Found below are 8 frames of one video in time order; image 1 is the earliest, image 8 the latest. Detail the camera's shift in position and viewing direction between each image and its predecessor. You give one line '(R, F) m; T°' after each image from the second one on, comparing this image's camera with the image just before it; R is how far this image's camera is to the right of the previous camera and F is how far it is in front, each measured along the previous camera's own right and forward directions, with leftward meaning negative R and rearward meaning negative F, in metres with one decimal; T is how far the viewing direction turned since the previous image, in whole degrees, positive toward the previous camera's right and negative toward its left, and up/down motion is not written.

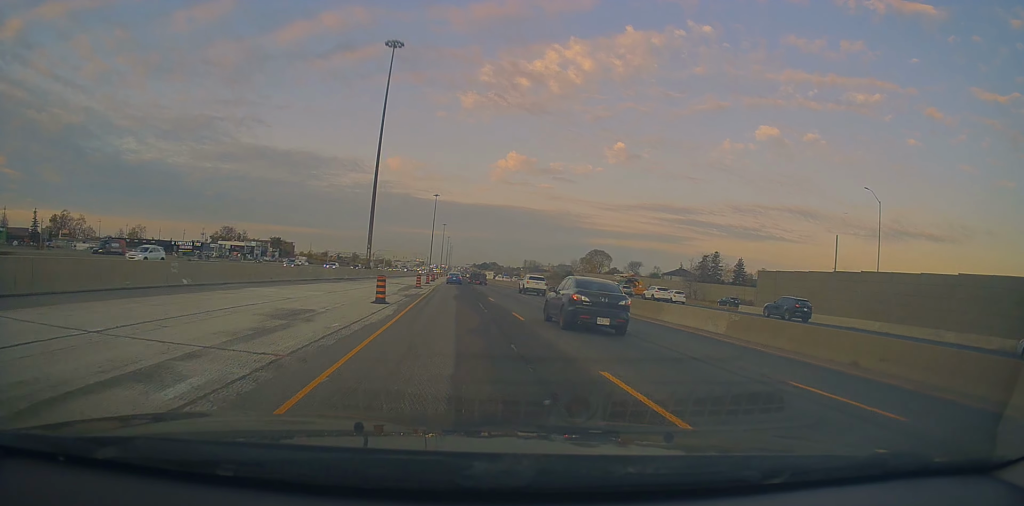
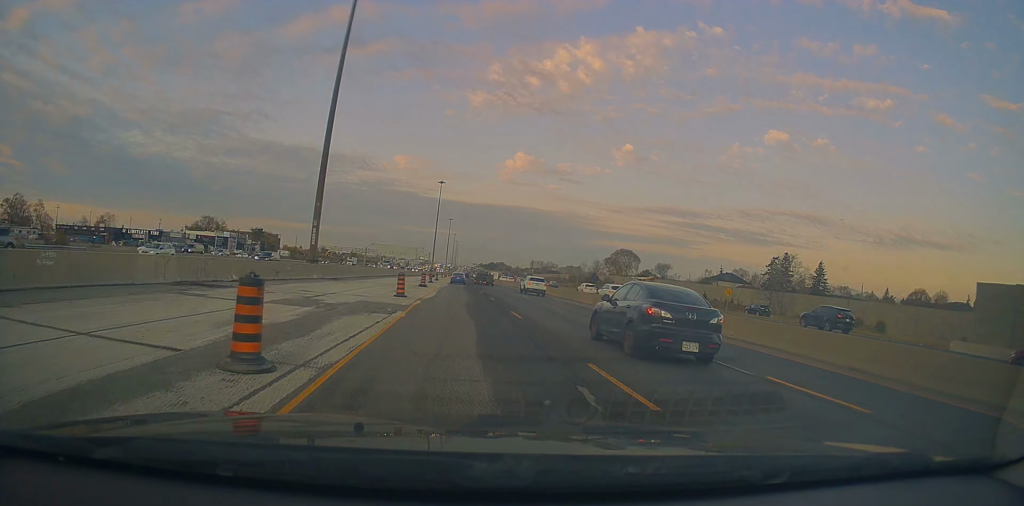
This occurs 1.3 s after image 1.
(-1.0, +35.0) m; -1°
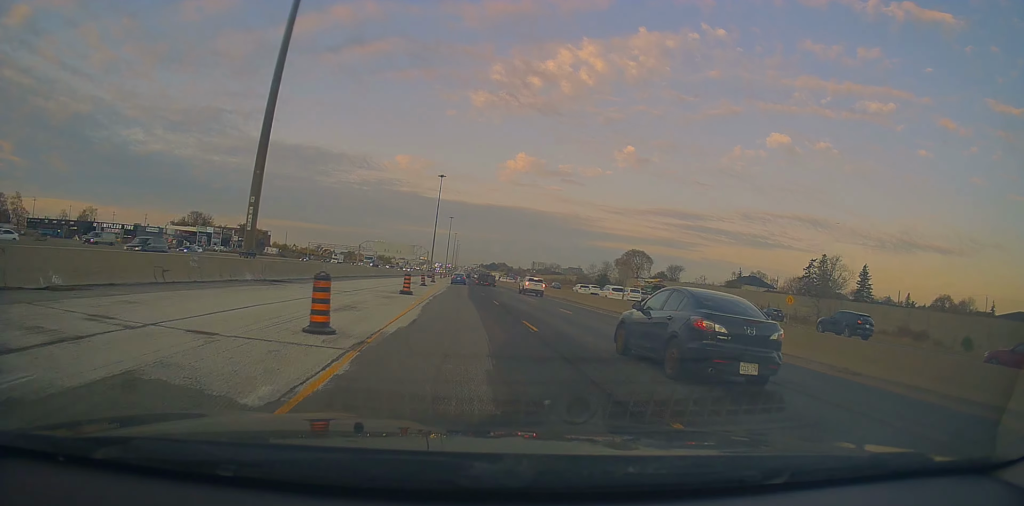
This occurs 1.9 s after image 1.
(+0.3, +15.4) m; 0°
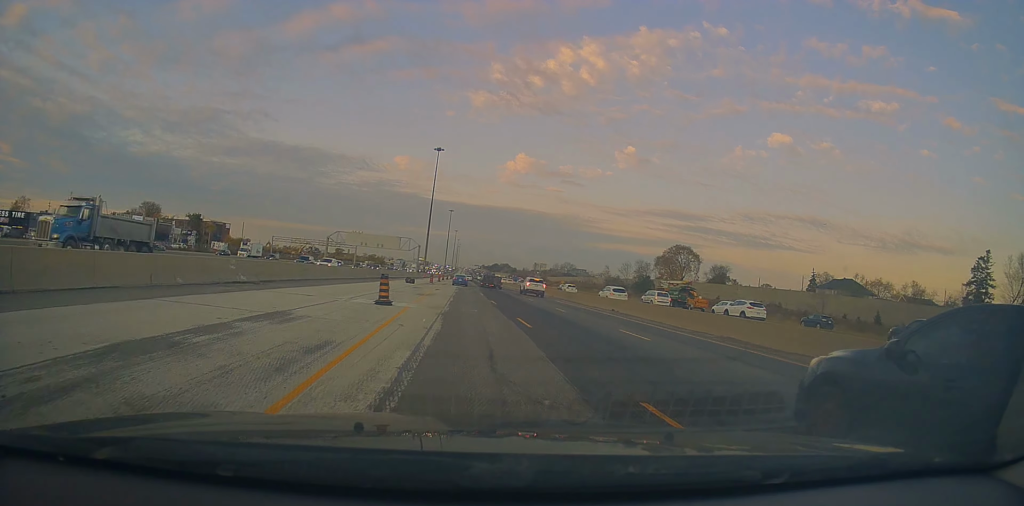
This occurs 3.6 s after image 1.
(+0.1, +47.0) m; +1°
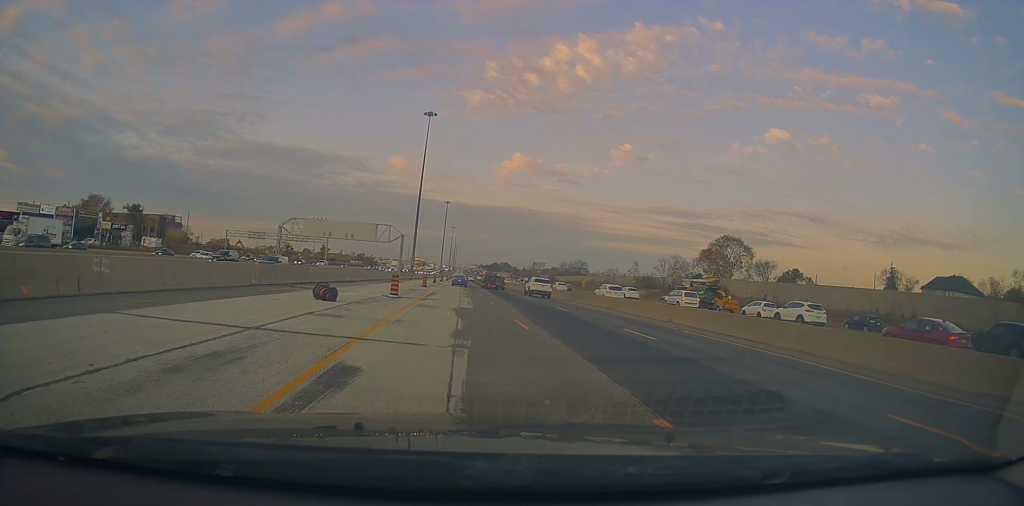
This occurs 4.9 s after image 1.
(0.0, +36.7) m; 0°
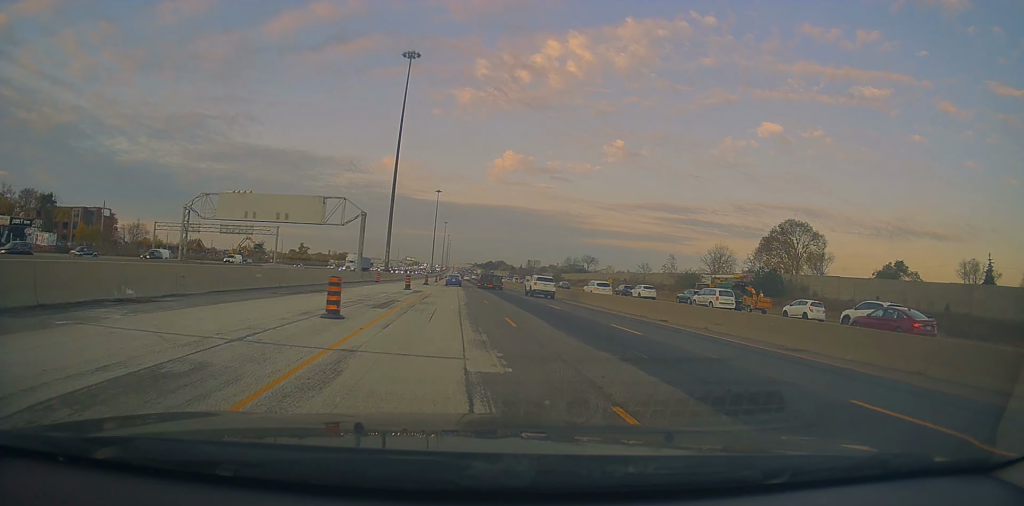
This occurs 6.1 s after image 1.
(+0.4, +35.5) m; 0°
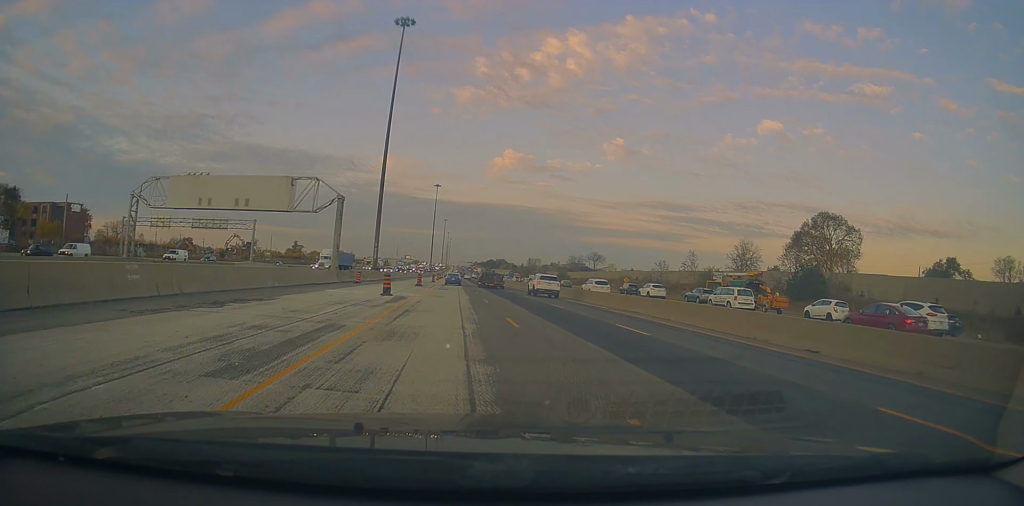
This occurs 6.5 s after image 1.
(-0.1, +12.6) m; 0°
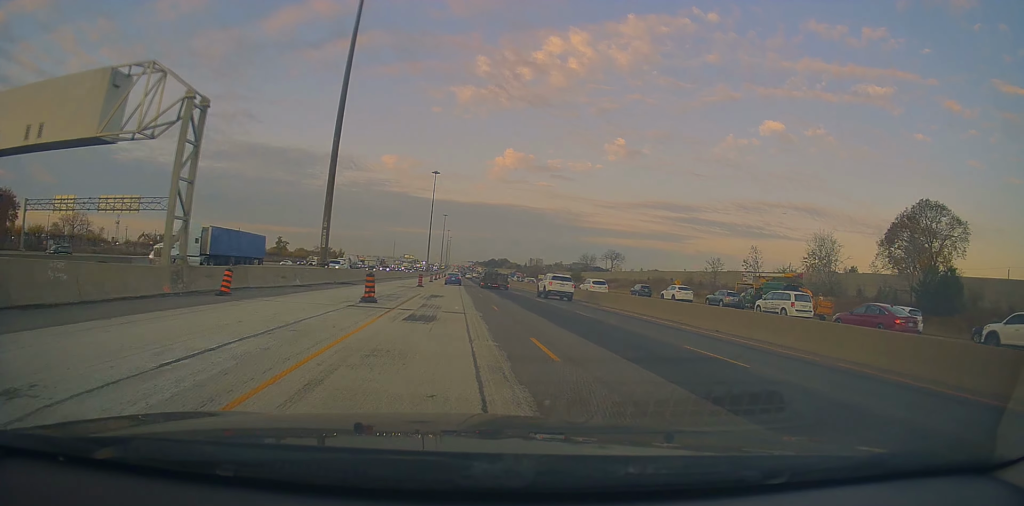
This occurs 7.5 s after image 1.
(-0.2, +29.3) m; 0°
